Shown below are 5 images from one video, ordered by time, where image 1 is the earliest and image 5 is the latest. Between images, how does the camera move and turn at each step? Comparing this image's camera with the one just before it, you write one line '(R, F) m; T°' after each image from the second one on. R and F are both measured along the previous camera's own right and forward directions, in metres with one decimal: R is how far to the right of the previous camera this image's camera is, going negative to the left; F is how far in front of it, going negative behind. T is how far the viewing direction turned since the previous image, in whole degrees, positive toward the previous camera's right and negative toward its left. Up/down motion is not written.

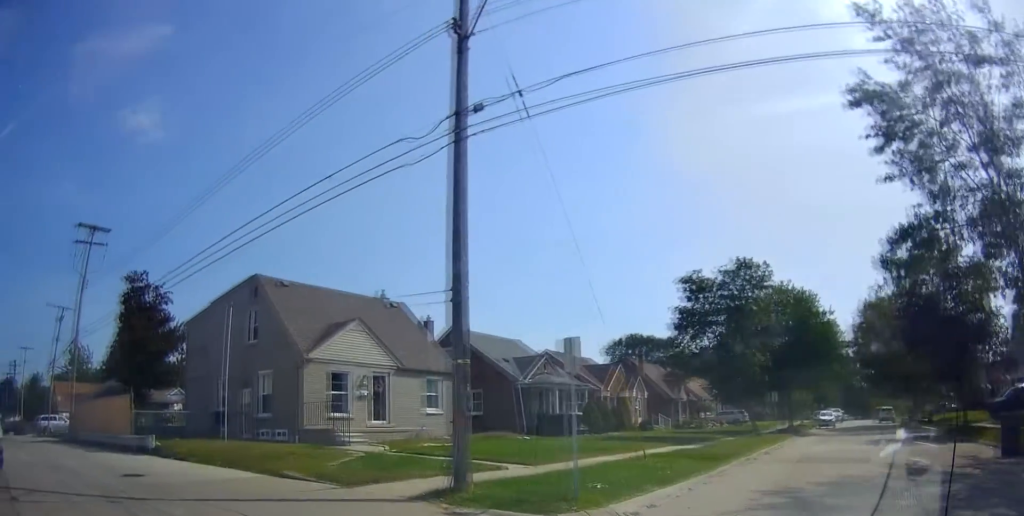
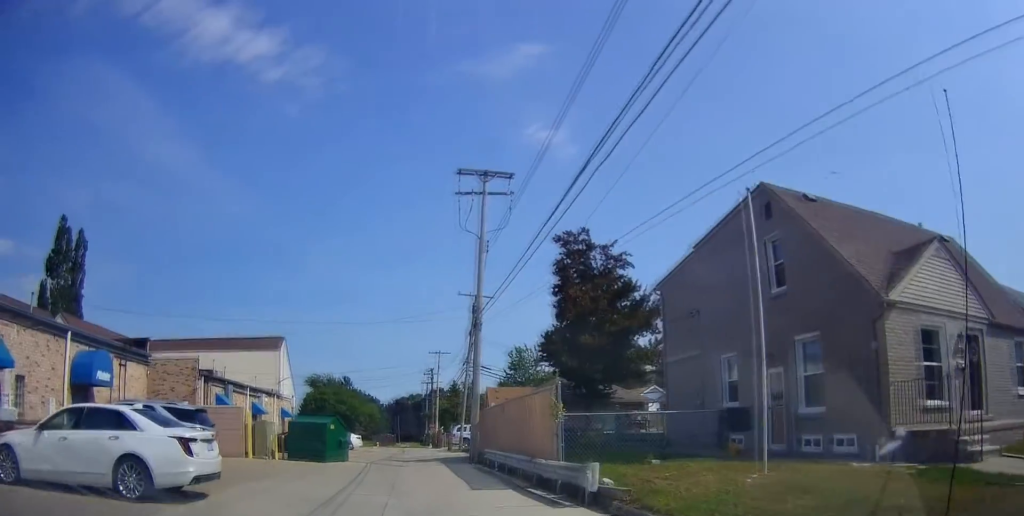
(-3.0, +9.7) m; -40°
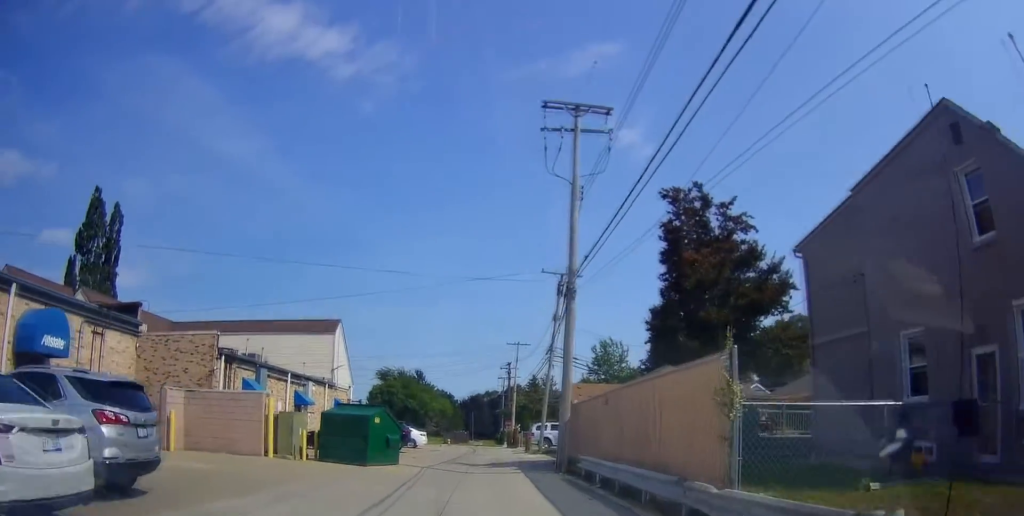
(-0.9, +4.9) m; -13°
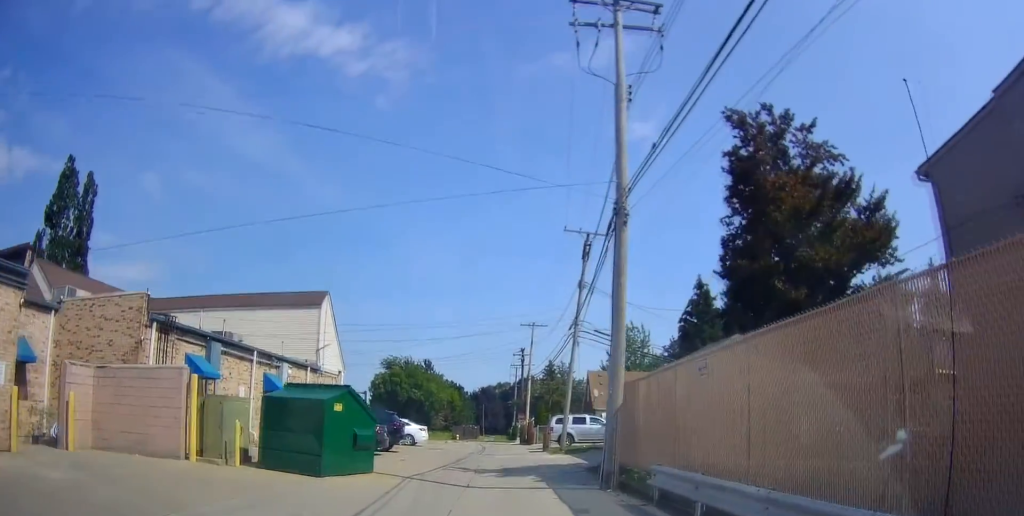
(-0.3, +5.6) m; -3°
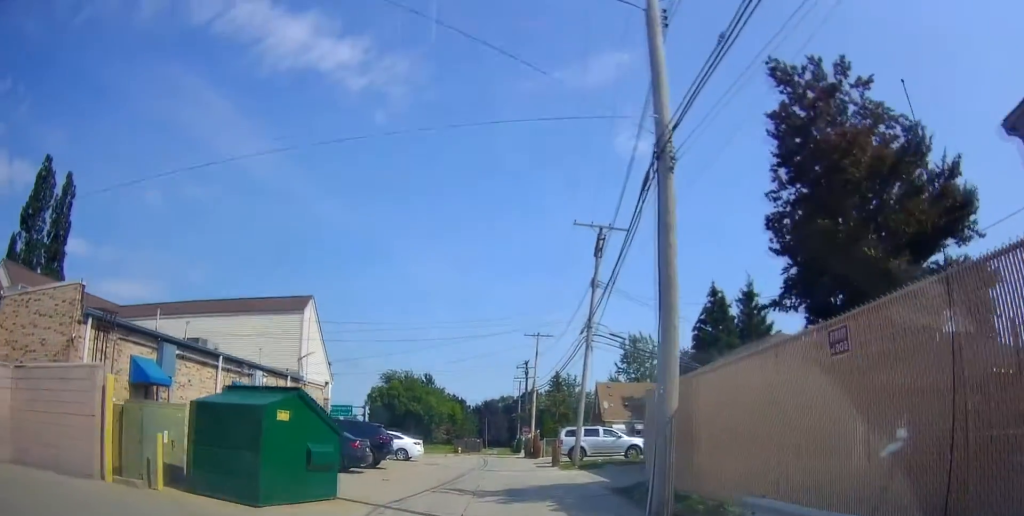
(0.0, +3.3) m; -1°
